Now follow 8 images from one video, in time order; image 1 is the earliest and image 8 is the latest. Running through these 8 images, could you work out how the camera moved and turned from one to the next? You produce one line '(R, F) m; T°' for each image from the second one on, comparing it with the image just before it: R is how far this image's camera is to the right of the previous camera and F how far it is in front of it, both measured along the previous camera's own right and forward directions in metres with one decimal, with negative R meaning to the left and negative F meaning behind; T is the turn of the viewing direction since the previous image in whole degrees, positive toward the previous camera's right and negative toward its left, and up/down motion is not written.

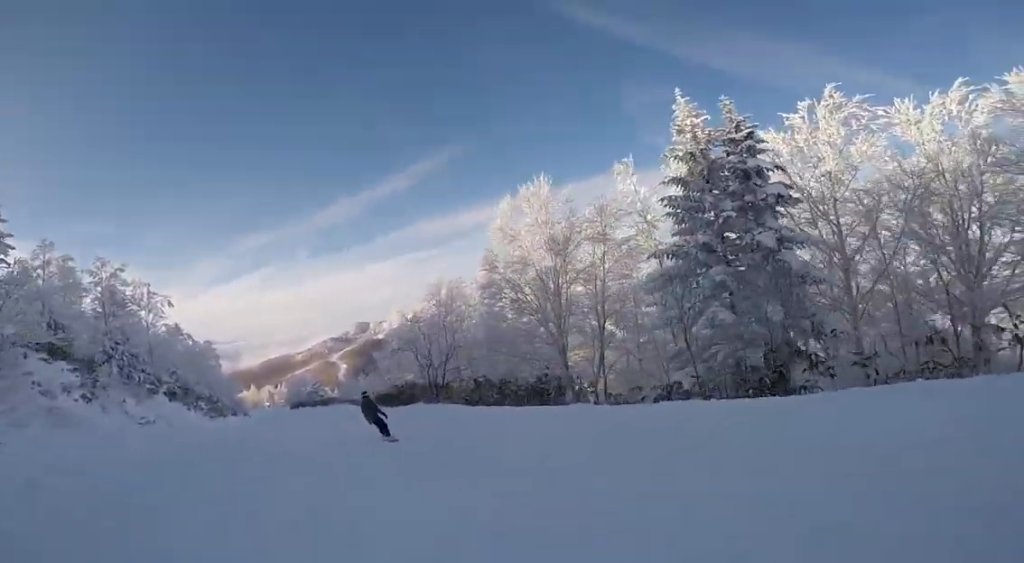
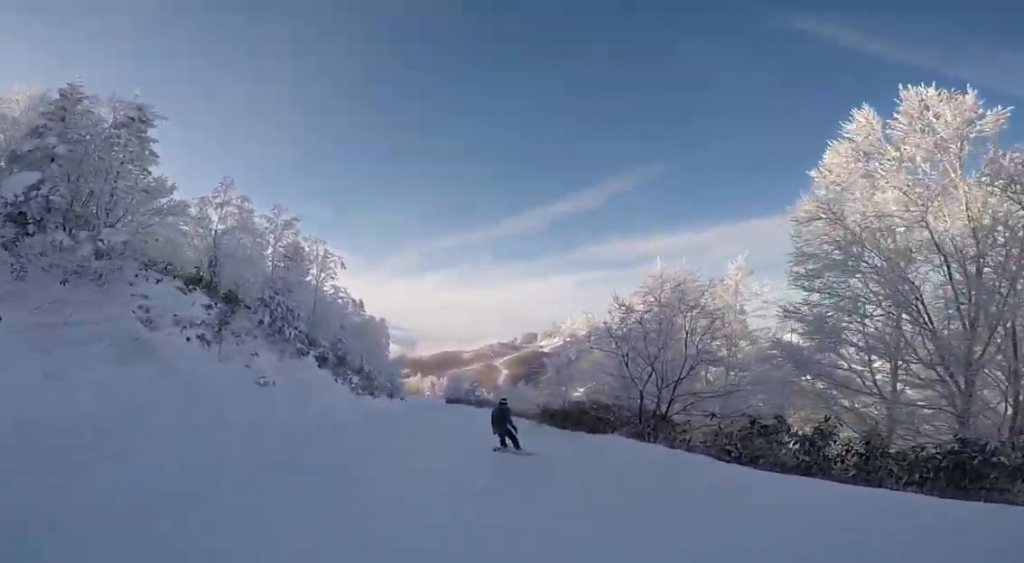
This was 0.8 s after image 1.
(-0.4, +5.1) m; -6°
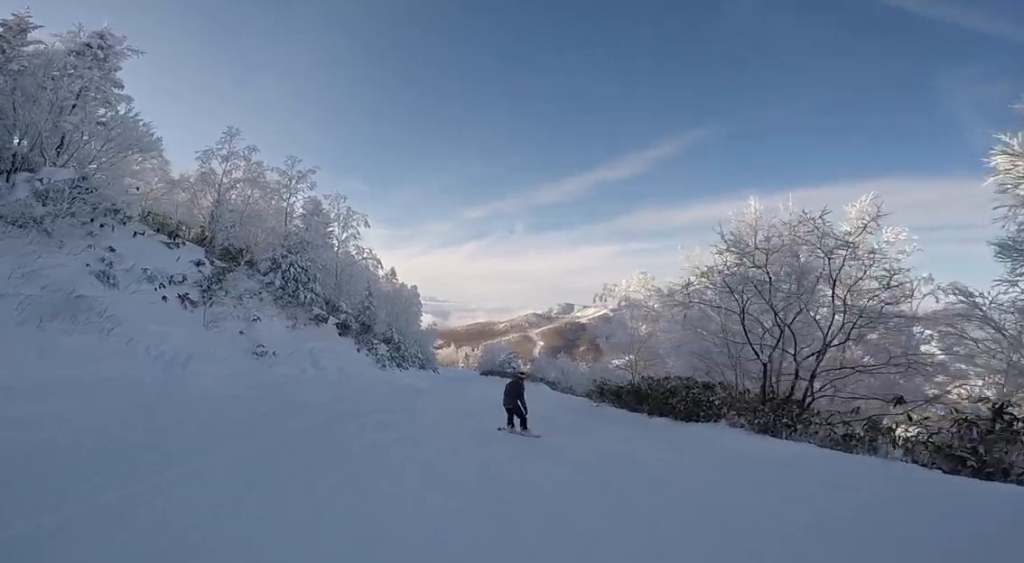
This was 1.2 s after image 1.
(-0.1, +2.8) m; -4°
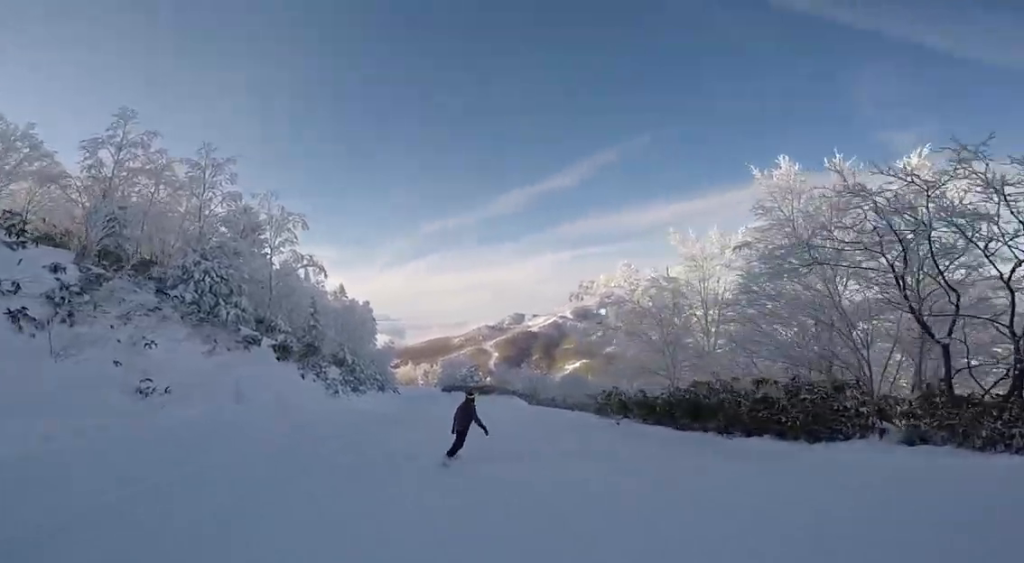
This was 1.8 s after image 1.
(-0.1, +3.5) m; -1°
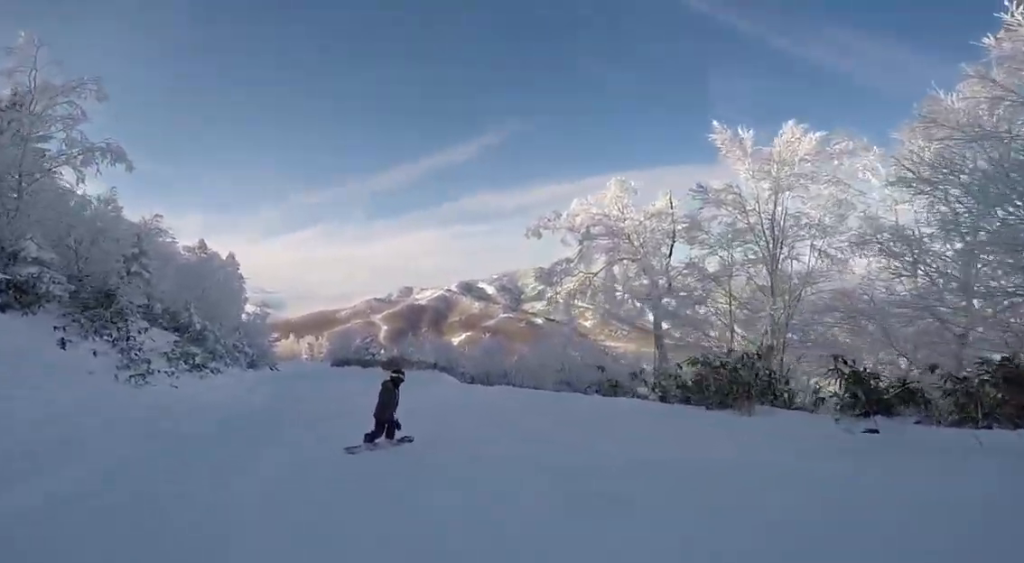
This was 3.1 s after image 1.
(-0.2, +8.6) m; -5°
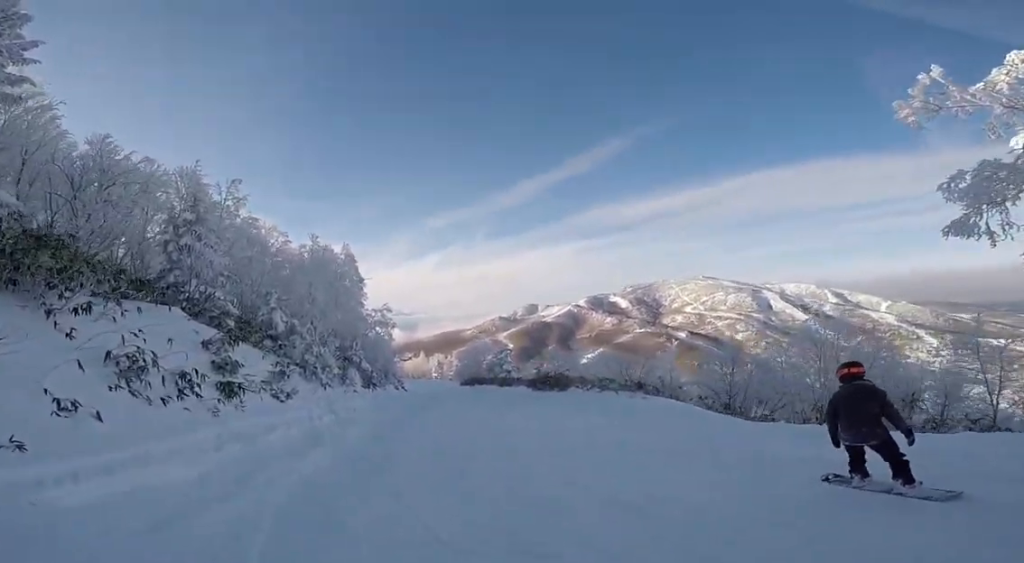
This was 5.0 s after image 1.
(-3.0, +12.5) m; -13°
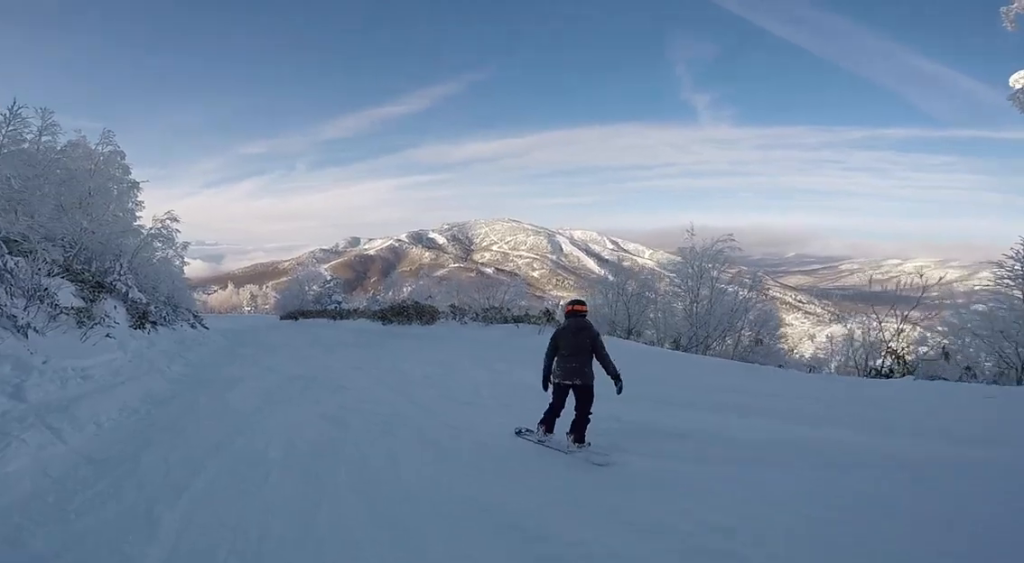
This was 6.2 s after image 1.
(+1.5, +8.2) m; +12°
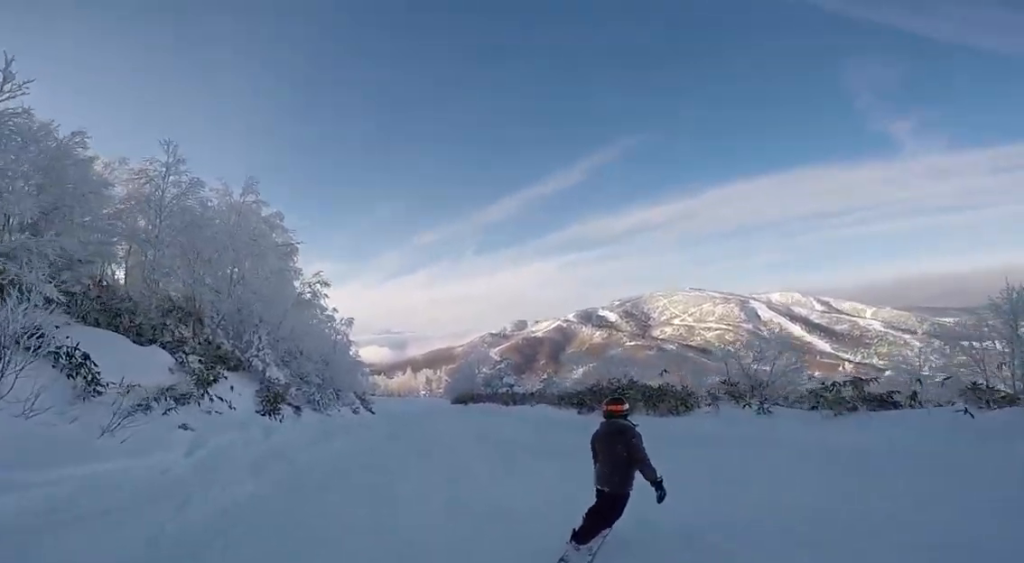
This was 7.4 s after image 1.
(-0.3, +7.6) m; -2°
